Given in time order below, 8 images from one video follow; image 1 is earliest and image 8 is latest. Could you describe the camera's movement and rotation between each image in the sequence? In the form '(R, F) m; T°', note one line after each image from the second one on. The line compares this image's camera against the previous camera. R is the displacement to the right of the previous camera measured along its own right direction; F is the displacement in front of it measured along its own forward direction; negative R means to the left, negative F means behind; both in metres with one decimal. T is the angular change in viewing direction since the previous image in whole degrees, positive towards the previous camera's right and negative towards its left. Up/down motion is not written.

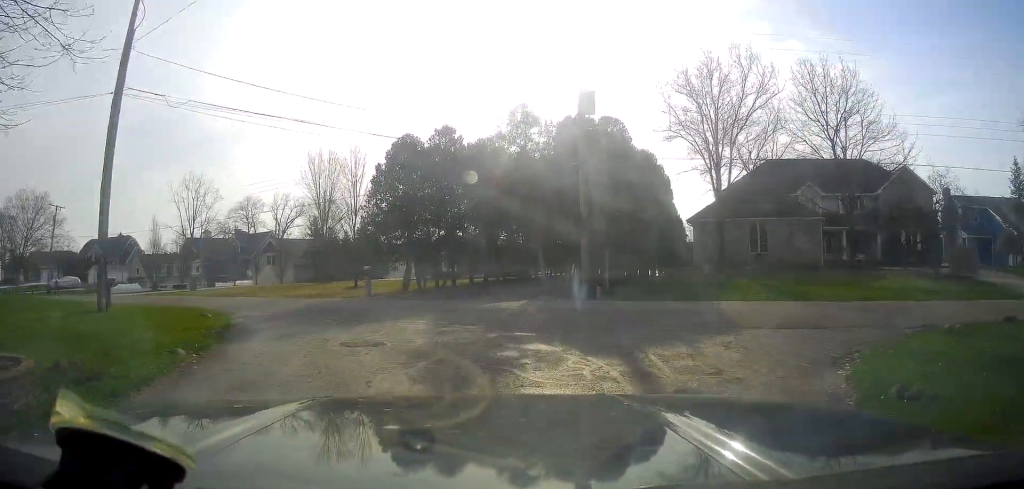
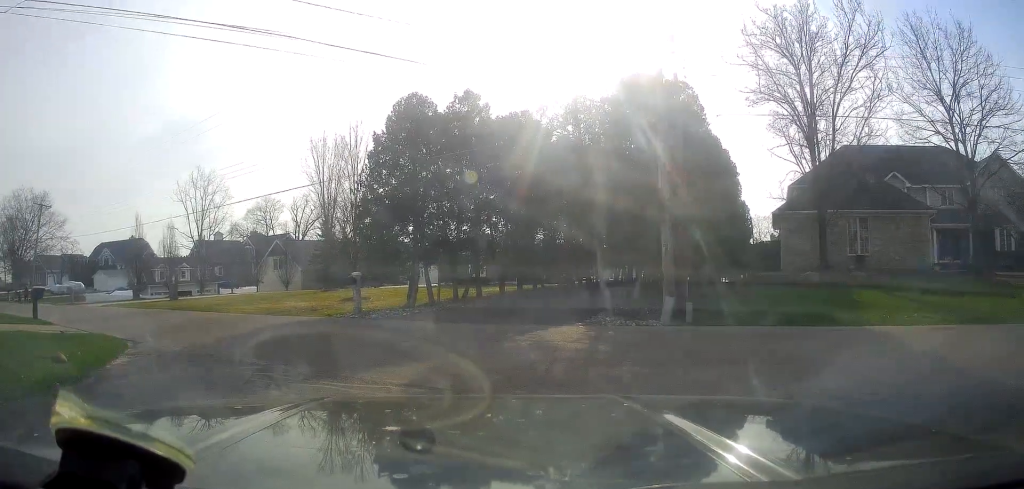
(-0.1, +8.3) m; -8°
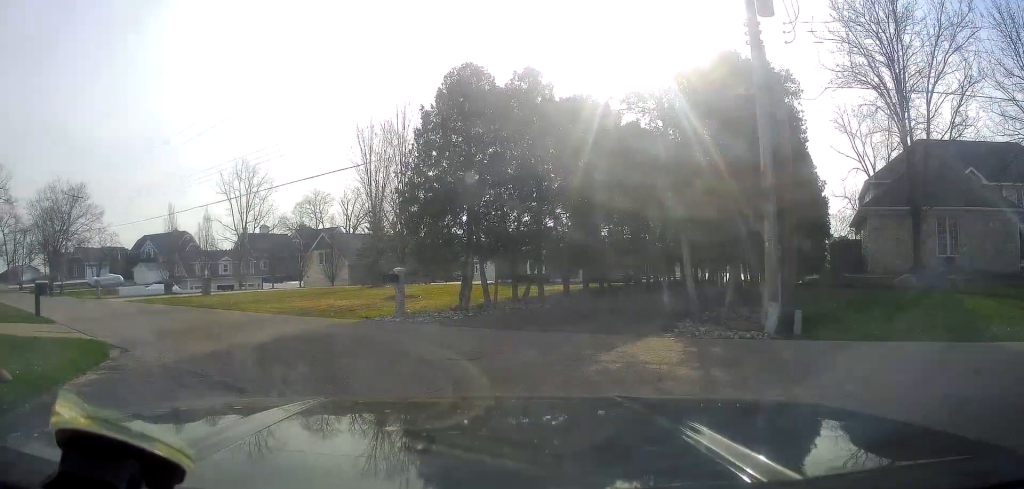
(0.0, +2.9) m; -6°
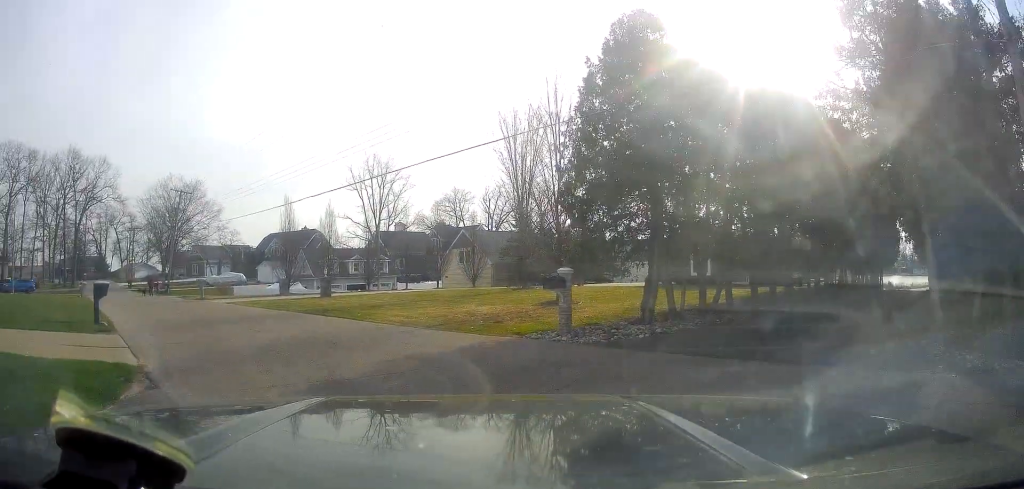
(-0.6, +4.4) m; -18°
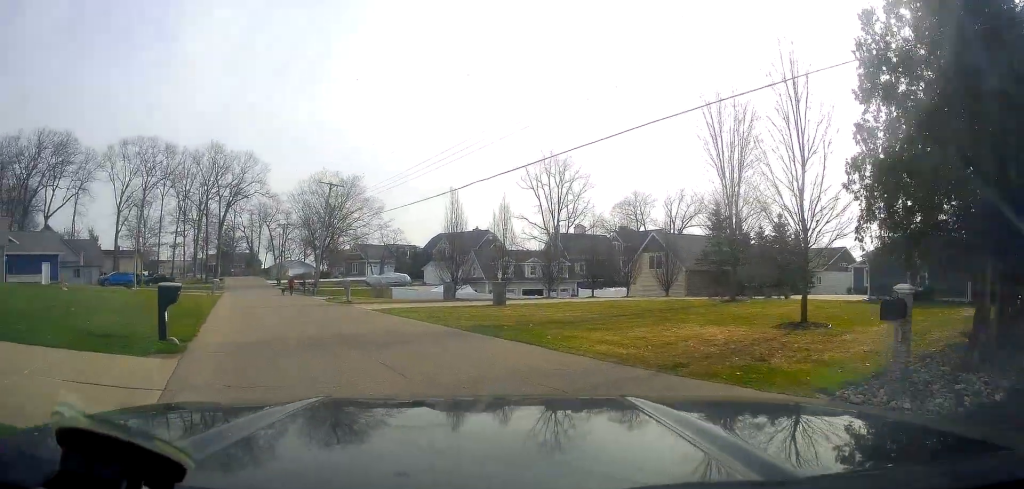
(-1.0, +5.3) m; -13°
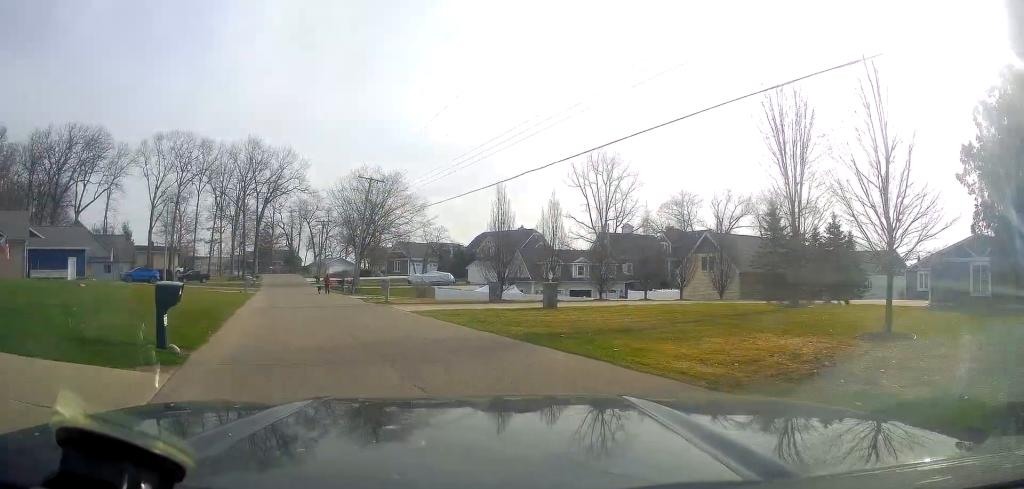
(-0.1, +1.9) m; -1°
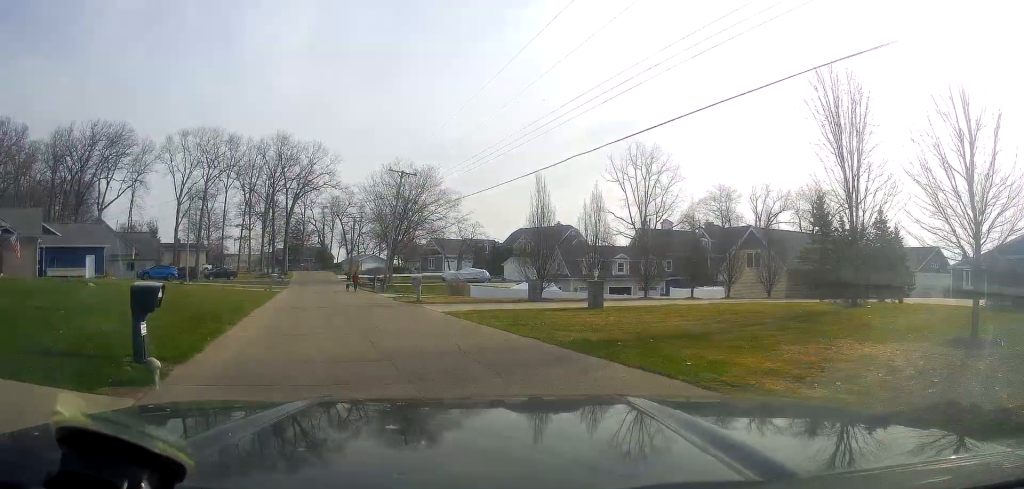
(0.0, +2.2) m; 0°
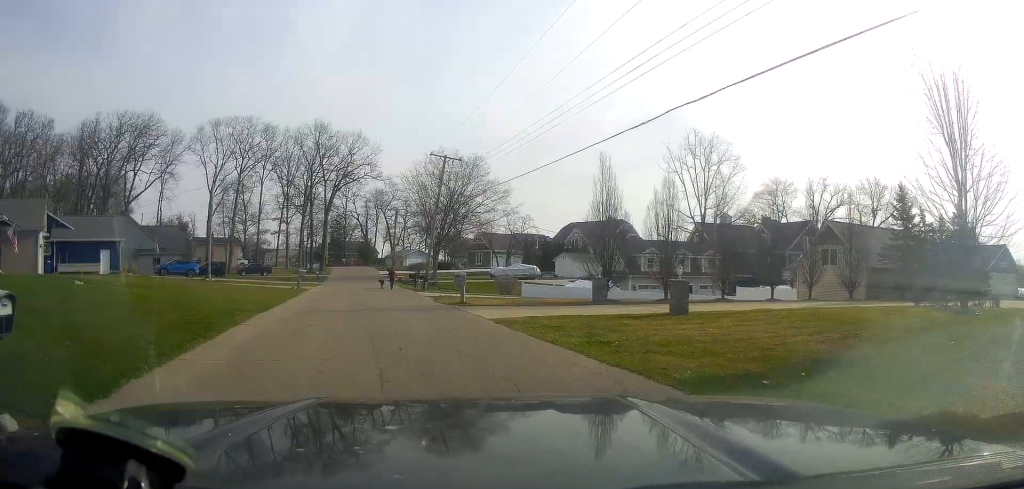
(0.0, +4.5) m; -2°
